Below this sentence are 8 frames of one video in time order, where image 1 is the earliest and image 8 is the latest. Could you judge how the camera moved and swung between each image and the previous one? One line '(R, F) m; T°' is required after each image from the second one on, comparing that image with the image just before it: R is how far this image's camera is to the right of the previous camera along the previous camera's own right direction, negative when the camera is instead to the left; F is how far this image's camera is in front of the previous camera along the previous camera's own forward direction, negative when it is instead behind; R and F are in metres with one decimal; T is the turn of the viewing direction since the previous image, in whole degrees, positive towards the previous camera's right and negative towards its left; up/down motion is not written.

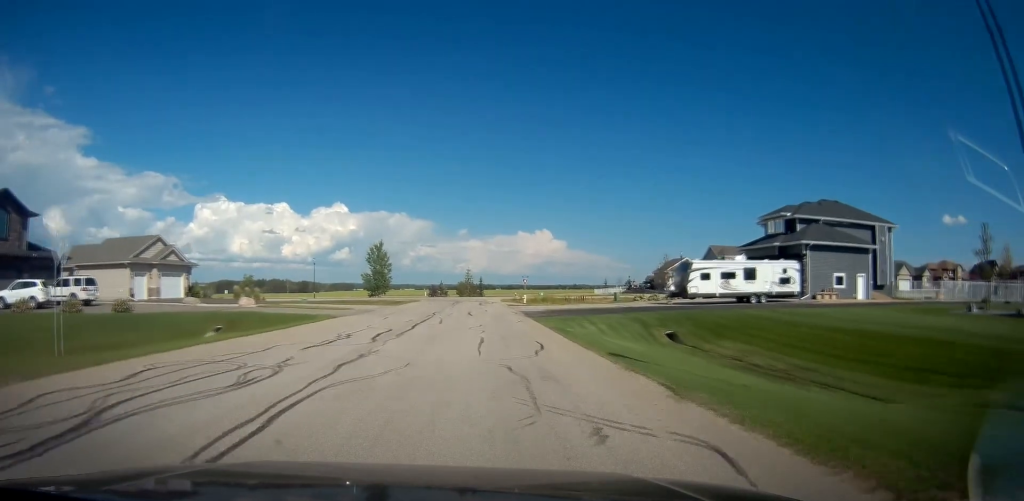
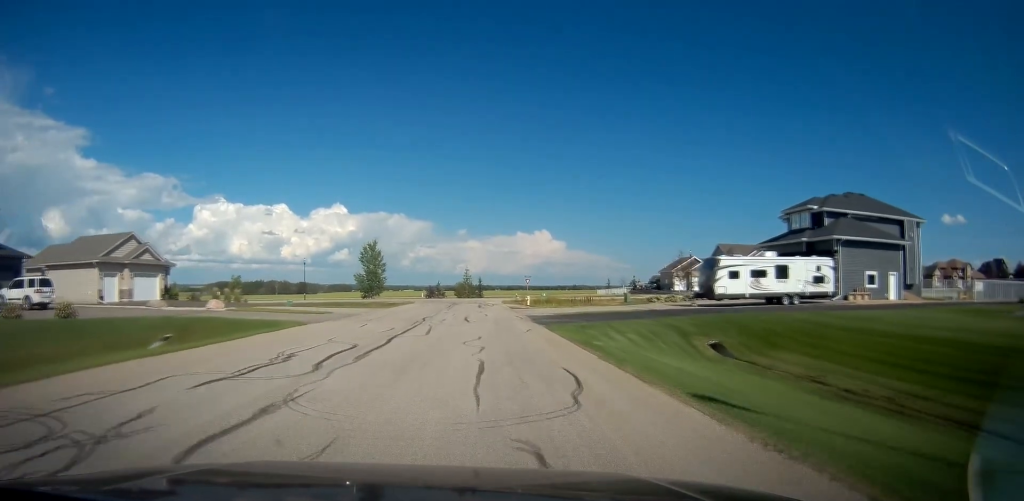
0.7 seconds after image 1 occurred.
(0.0, +5.0) m; +2°
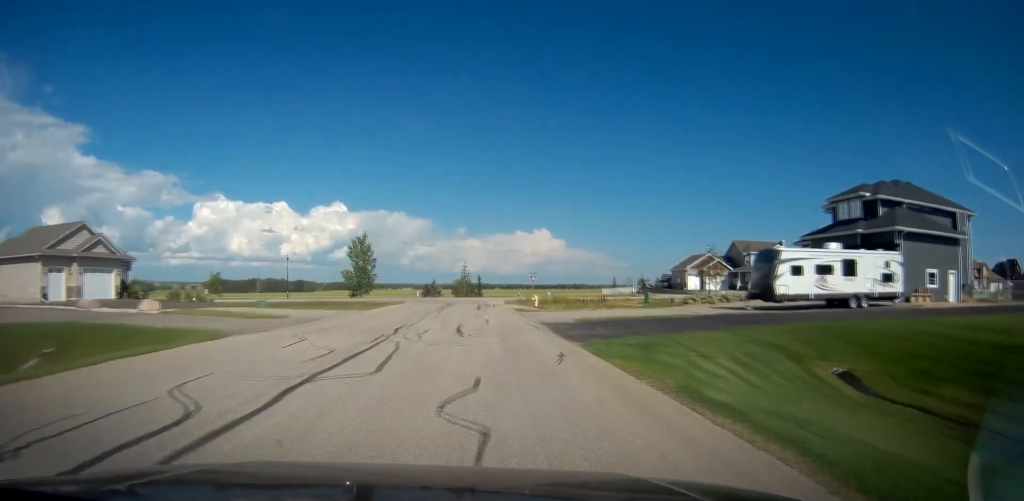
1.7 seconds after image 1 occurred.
(+0.2, +7.8) m; -1°
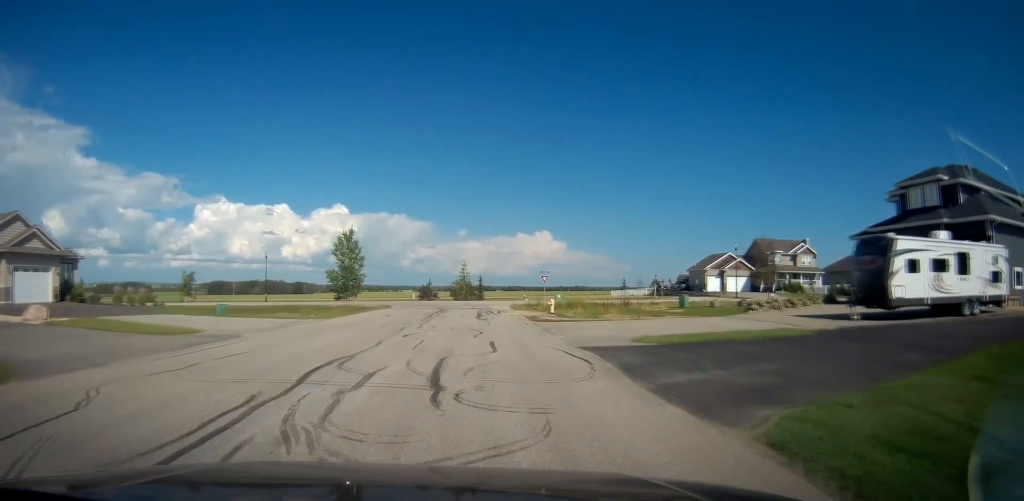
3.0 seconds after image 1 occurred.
(-0.4, +9.1) m; -3°
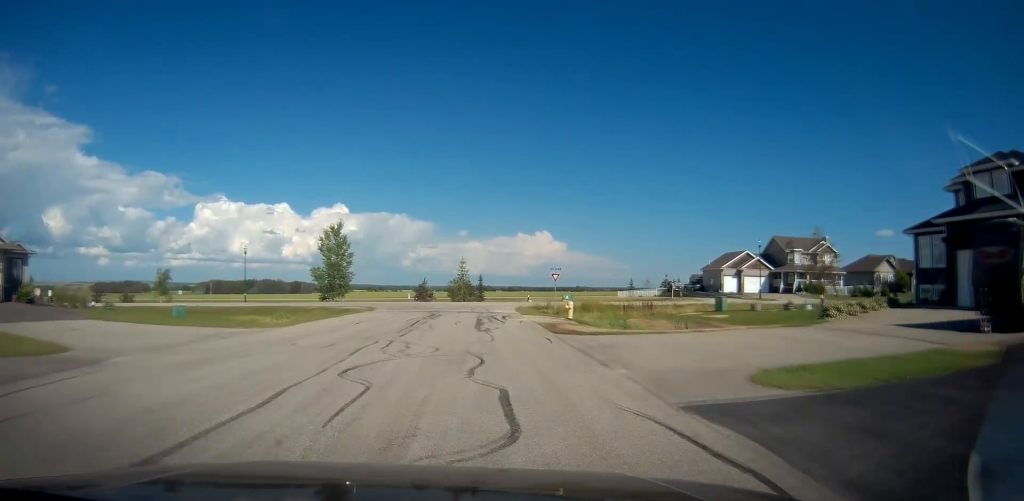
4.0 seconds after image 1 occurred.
(0.0, +6.9) m; 0°
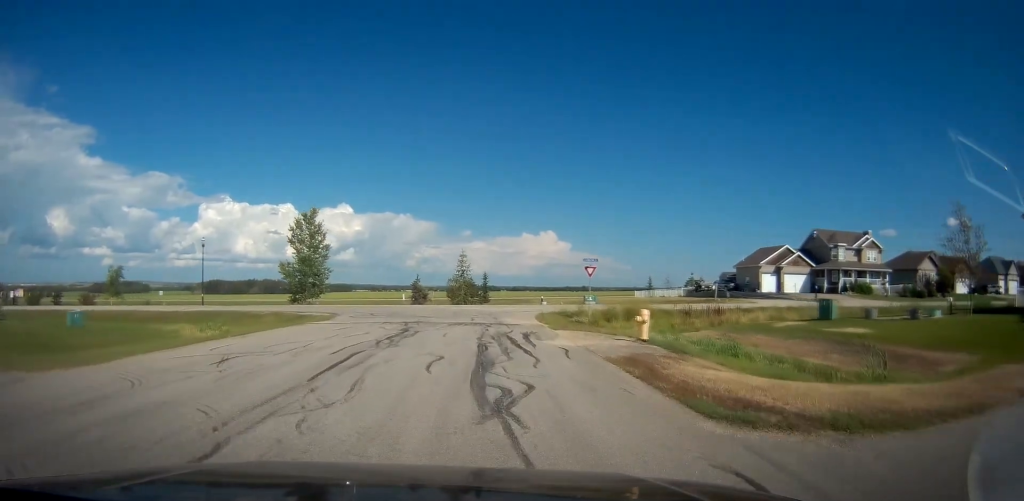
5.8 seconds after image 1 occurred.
(0.0, +11.6) m; +2°
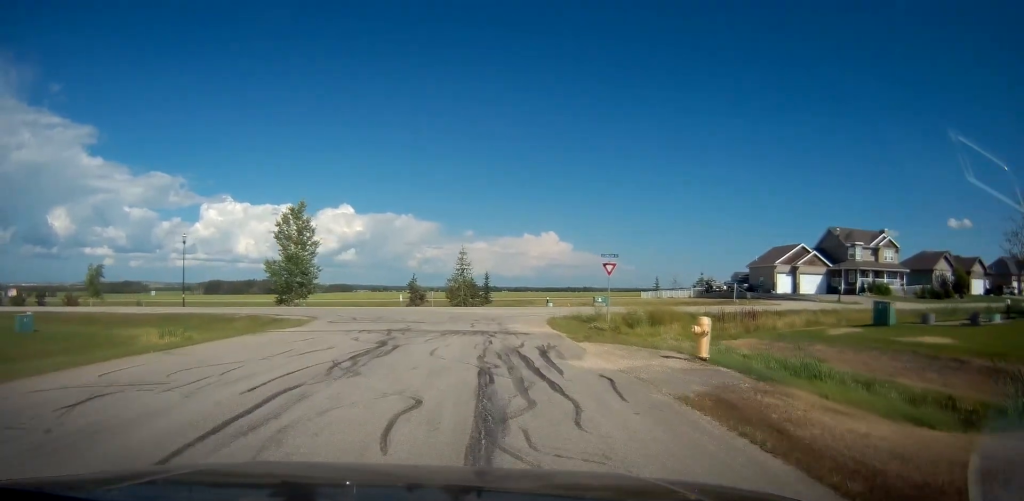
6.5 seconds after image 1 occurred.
(0.0, +4.1) m; +3°
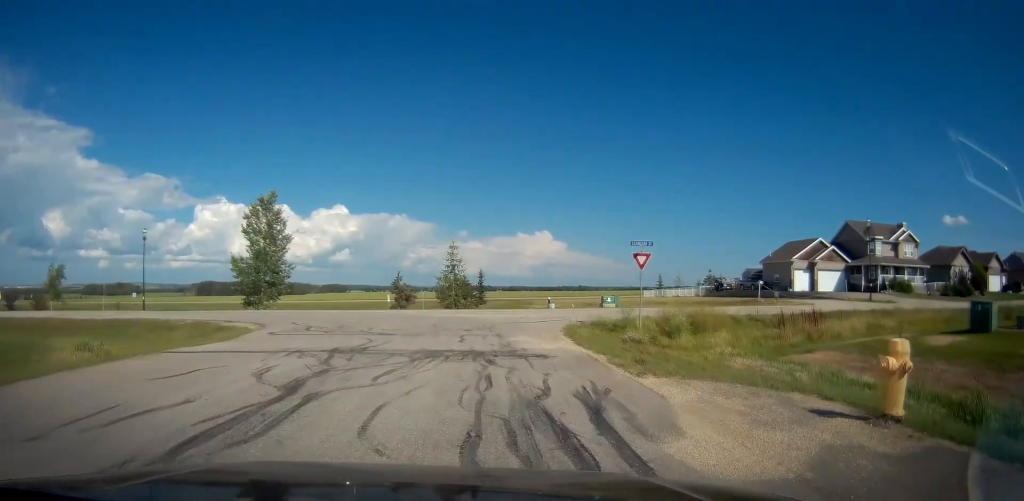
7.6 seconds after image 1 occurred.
(+0.3, +6.0) m; 0°
